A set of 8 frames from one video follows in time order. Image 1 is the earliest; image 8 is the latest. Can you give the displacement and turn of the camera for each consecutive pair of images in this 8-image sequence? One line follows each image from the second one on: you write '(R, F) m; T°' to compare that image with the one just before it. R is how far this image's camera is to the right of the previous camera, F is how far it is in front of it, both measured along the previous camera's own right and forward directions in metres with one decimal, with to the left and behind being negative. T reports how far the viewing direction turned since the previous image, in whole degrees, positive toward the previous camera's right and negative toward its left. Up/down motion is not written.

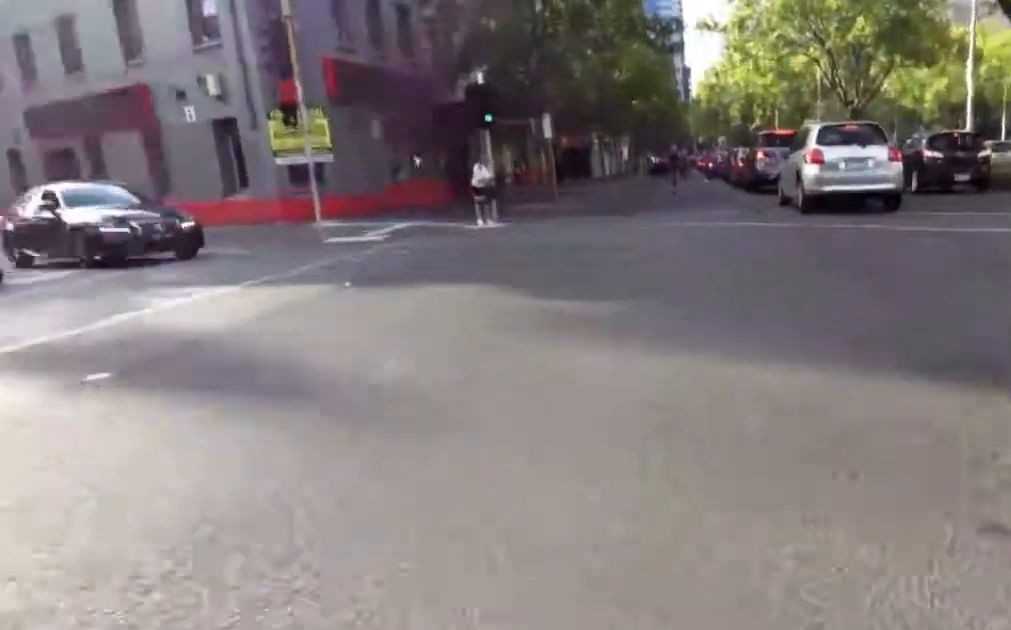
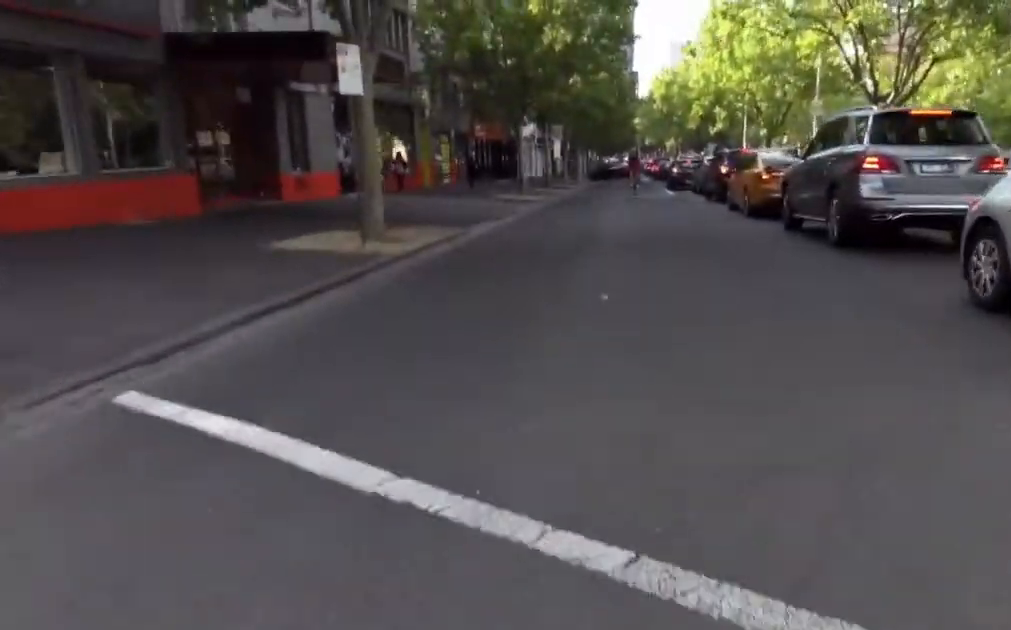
(+2.0, +15.1) m; +9°
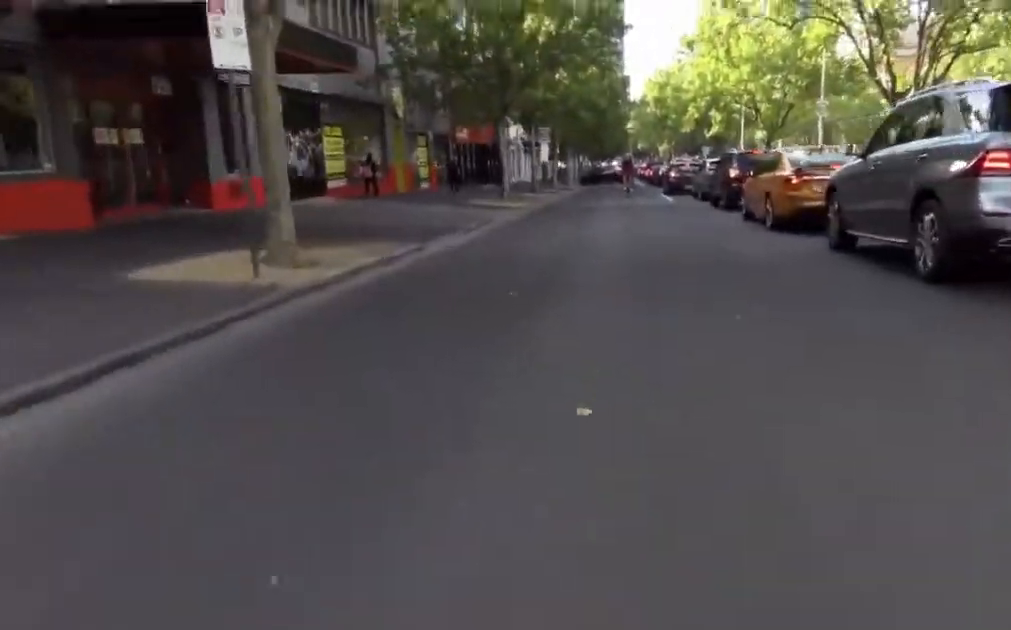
(-0.1, +3.3) m; 0°
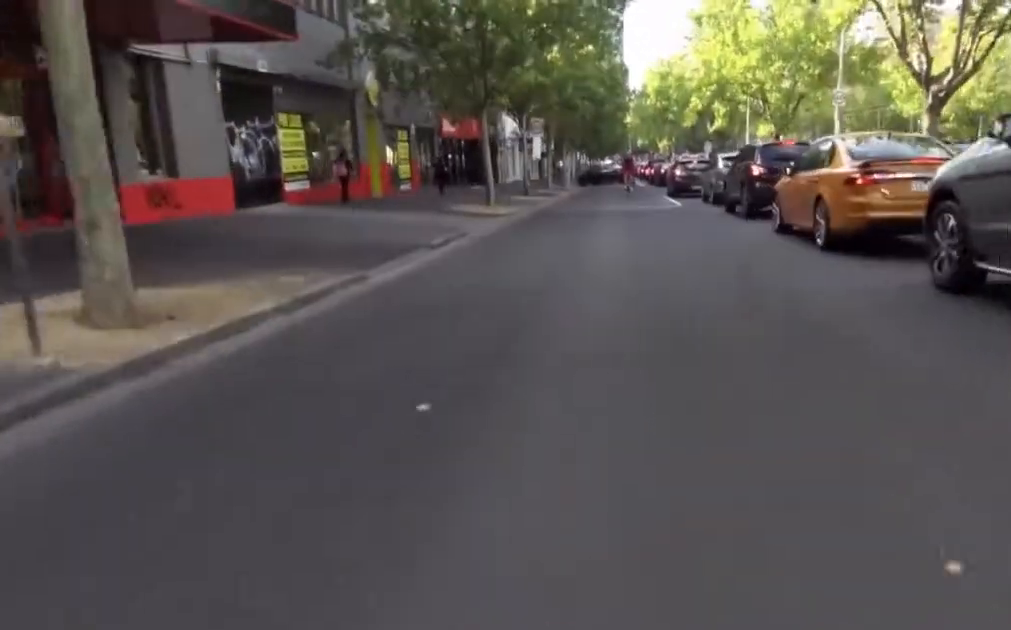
(+0.2, +3.3) m; 0°
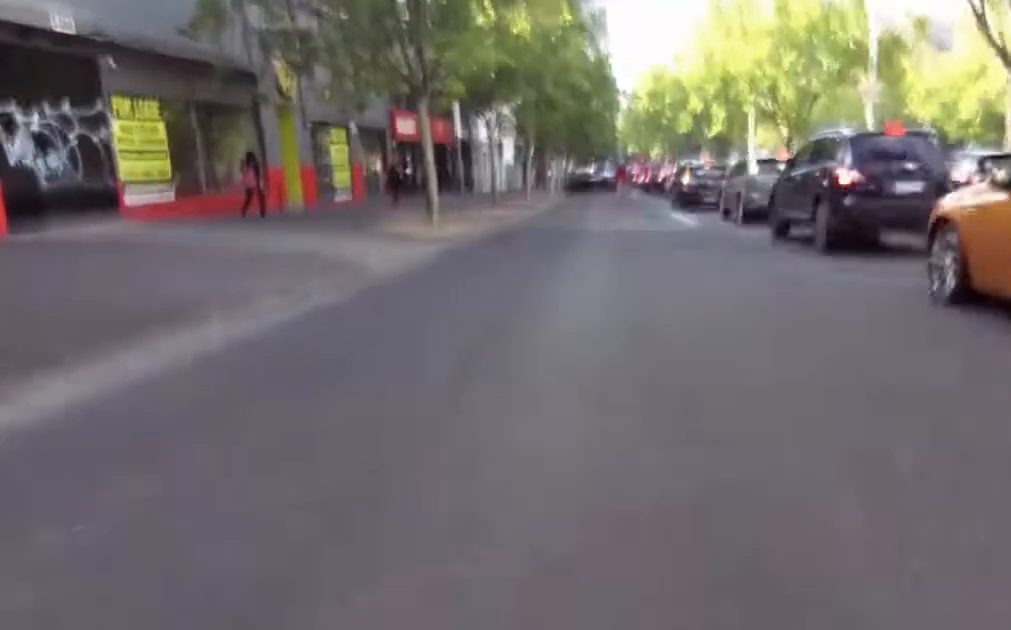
(+0.1, +6.9) m; 0°
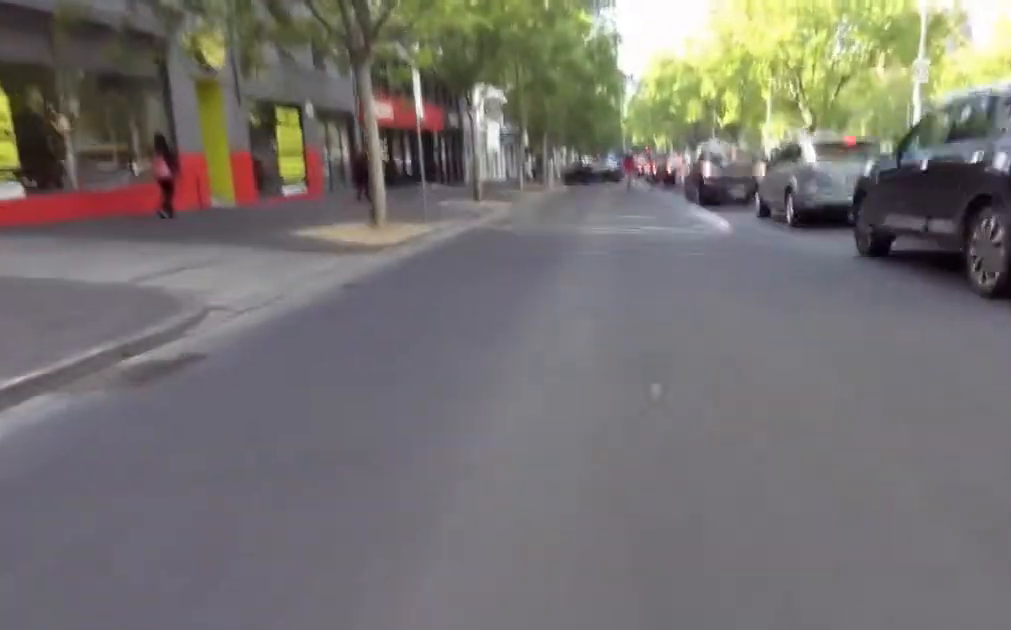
(-0.2, +4.4) m; 0°
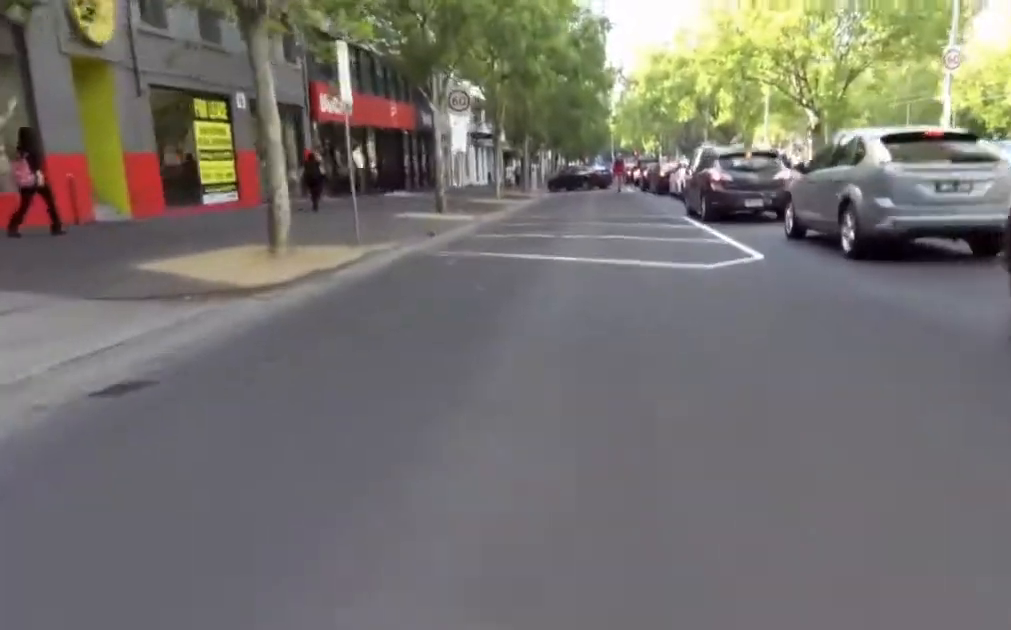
(+0.1, +3.6) m; -2°
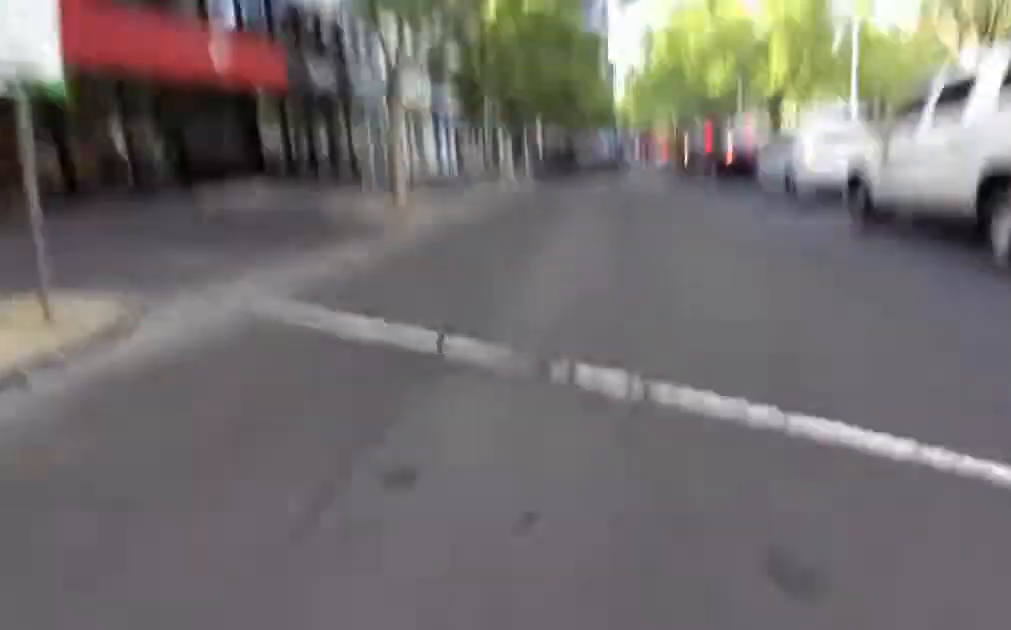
(-1.9, +15.7) m; -6°
